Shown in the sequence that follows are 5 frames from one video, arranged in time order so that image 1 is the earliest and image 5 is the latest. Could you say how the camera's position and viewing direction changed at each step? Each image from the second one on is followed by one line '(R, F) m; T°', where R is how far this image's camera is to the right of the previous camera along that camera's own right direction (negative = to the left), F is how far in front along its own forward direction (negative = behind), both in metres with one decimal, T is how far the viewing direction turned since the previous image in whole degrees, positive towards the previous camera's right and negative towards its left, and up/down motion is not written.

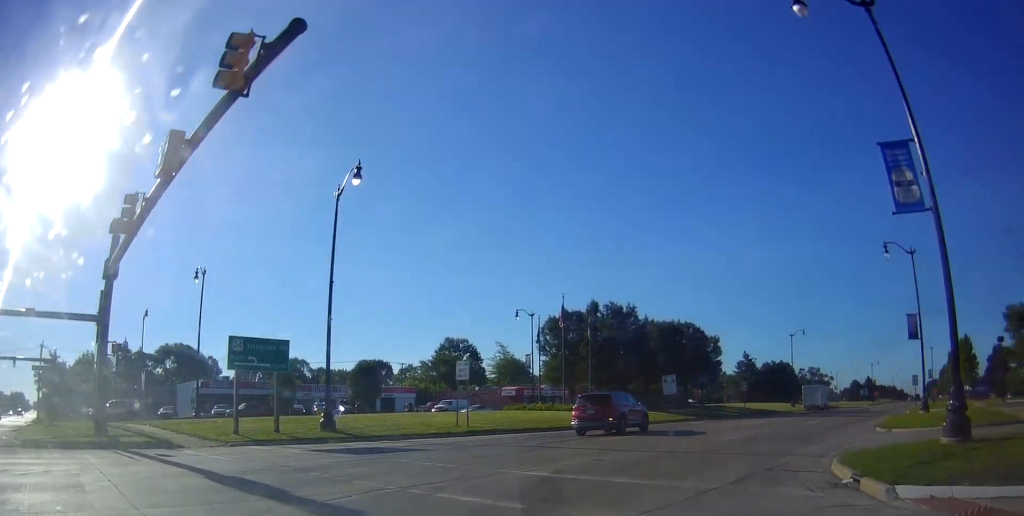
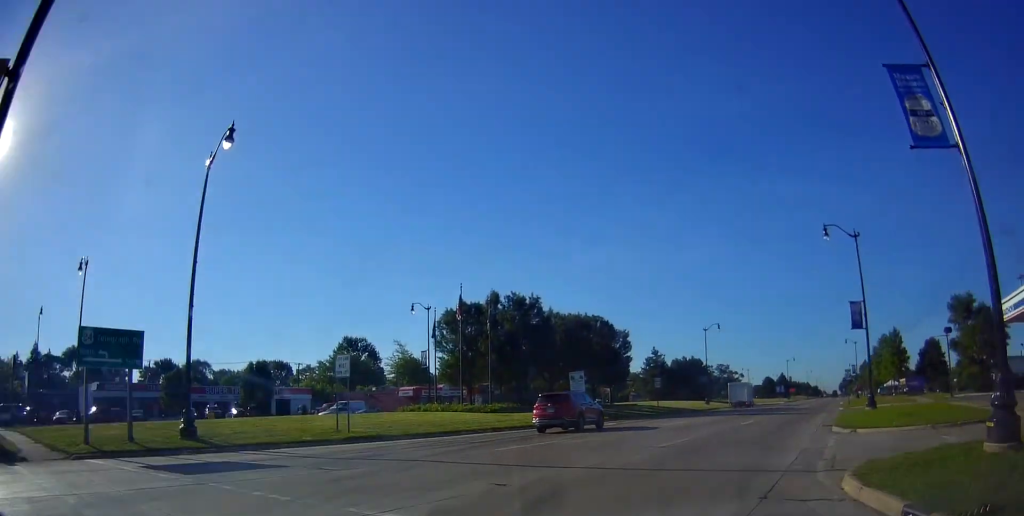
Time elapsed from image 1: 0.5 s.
(+0.5, +3.5) m; +12°
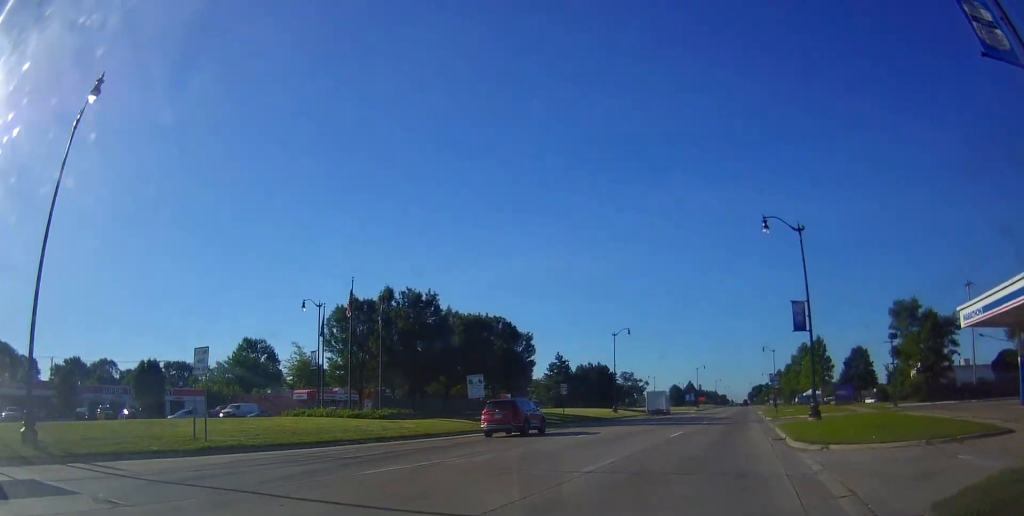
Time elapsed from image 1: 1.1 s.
(+0.4, +3.8) m; +8°
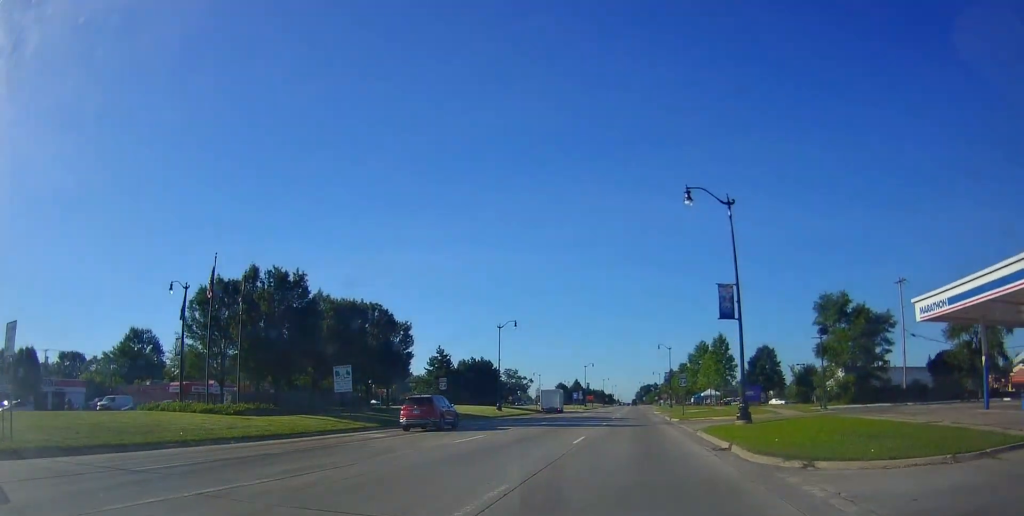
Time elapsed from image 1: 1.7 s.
(+0.4, +4.5) m; +5°
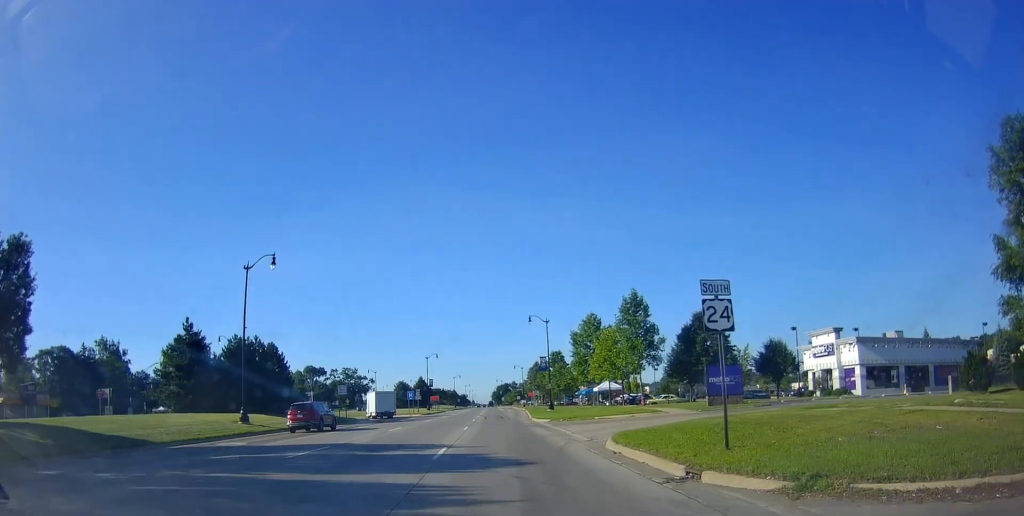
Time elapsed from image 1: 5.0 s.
(+8.1, +32.6) m; +20°
